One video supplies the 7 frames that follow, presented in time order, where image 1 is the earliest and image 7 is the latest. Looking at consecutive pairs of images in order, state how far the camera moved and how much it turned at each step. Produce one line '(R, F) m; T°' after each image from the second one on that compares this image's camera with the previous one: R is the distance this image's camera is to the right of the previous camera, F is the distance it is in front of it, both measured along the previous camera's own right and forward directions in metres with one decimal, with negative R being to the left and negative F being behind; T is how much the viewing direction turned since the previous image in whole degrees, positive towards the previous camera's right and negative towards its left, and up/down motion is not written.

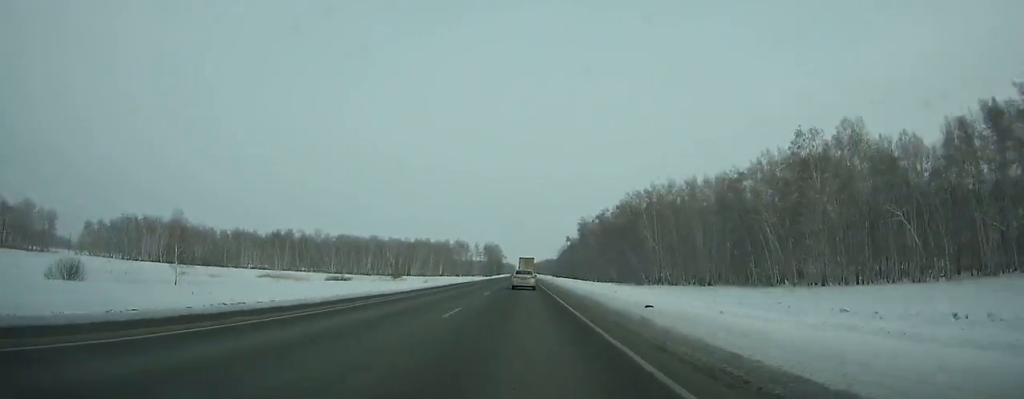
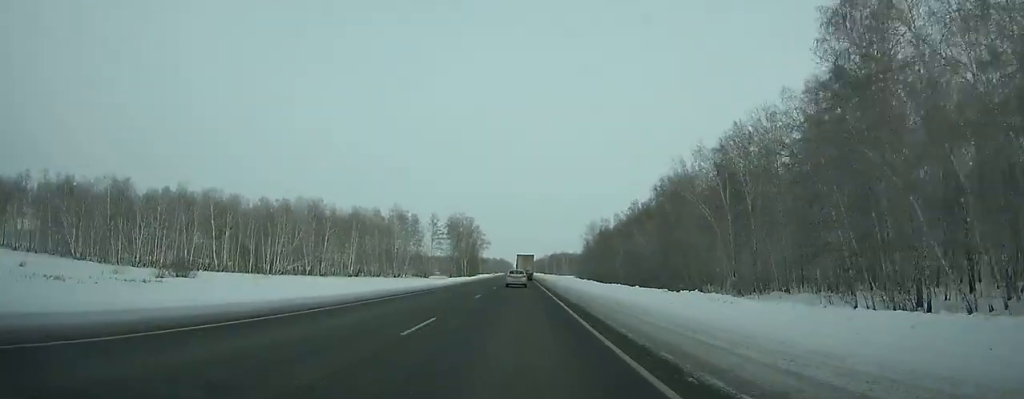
(+0.7, +180.9) m; 0°
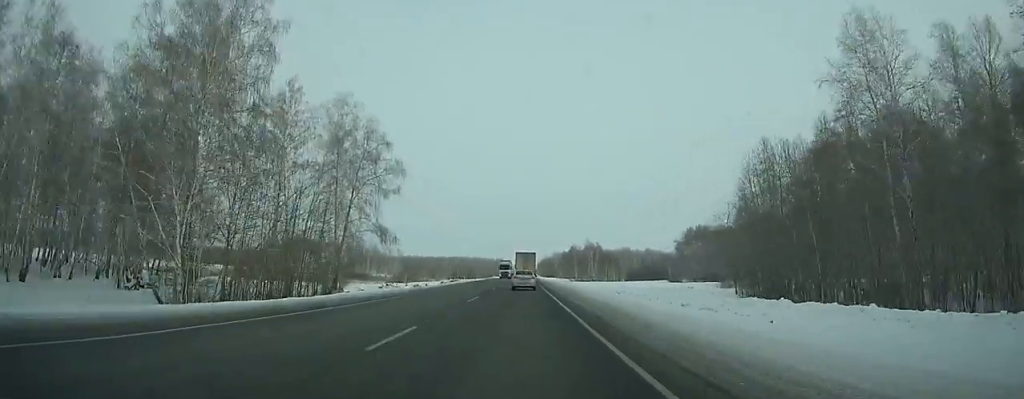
(-0.3, +162.4) m; 0°
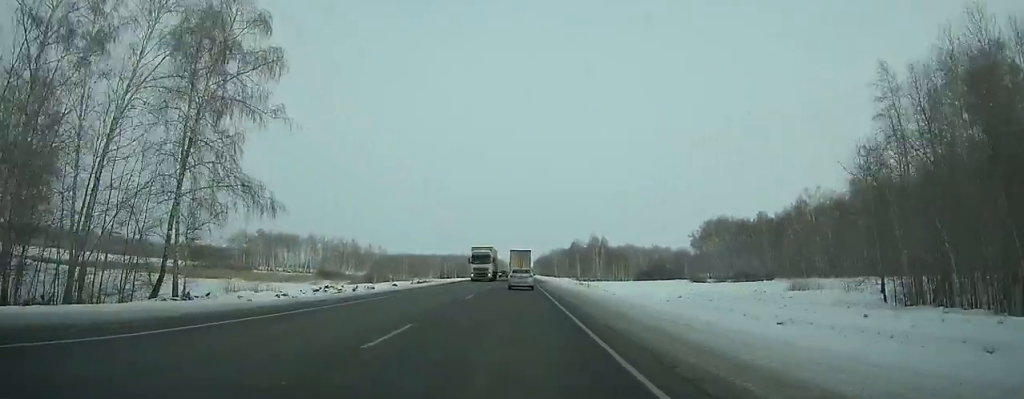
(0.0, +31.6) m; 0°
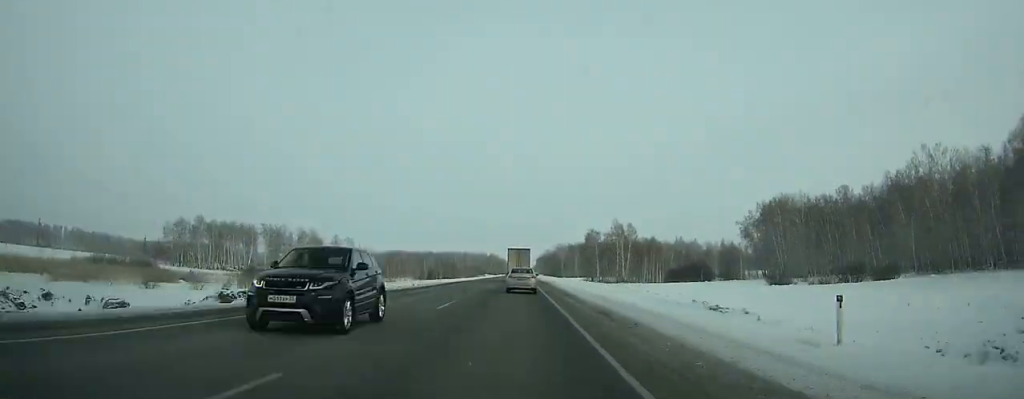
(+0.1, +53.1) m; 0°
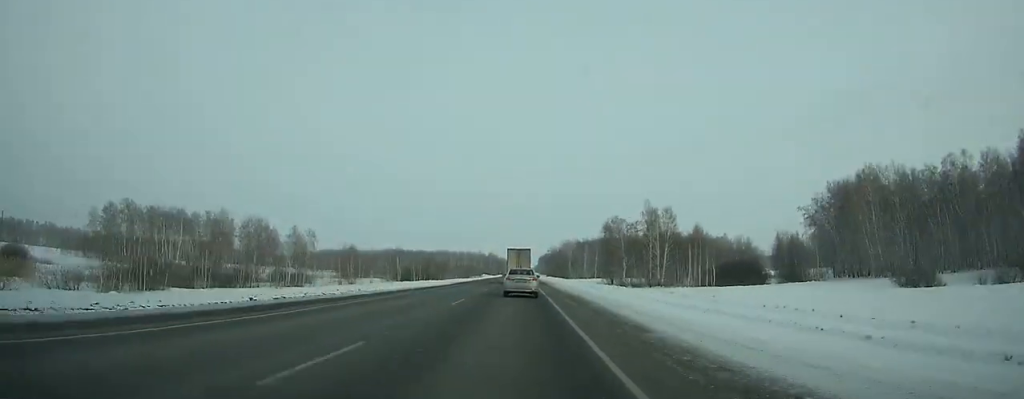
(-0.3, +44.8) m; 0°
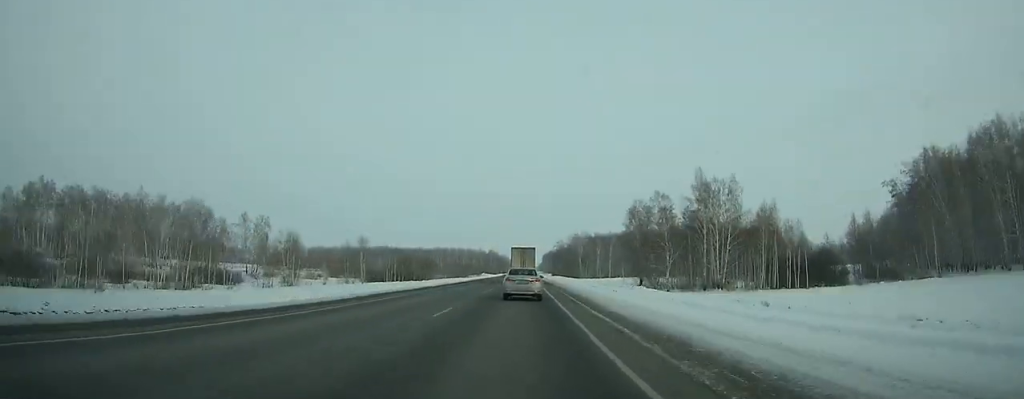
(-0.1, +37.4) m; 0°
